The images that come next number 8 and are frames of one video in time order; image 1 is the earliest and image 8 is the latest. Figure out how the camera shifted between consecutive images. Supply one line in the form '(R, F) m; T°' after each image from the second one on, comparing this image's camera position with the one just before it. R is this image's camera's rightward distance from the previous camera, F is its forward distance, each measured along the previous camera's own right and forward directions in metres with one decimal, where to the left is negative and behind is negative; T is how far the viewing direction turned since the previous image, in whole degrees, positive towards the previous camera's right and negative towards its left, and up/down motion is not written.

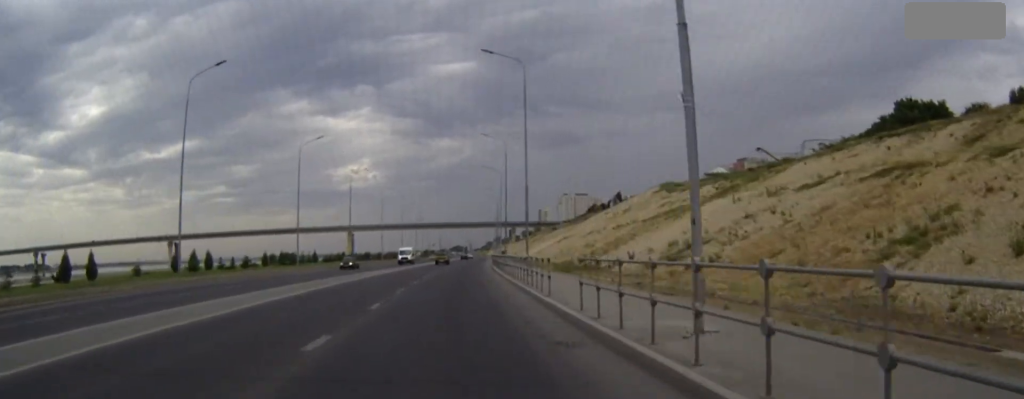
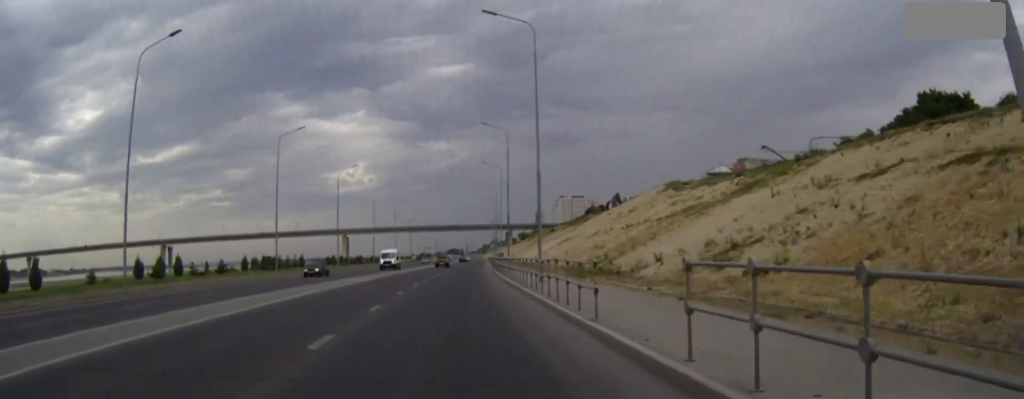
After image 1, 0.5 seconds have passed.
(0.0, +7.7) m; 0°
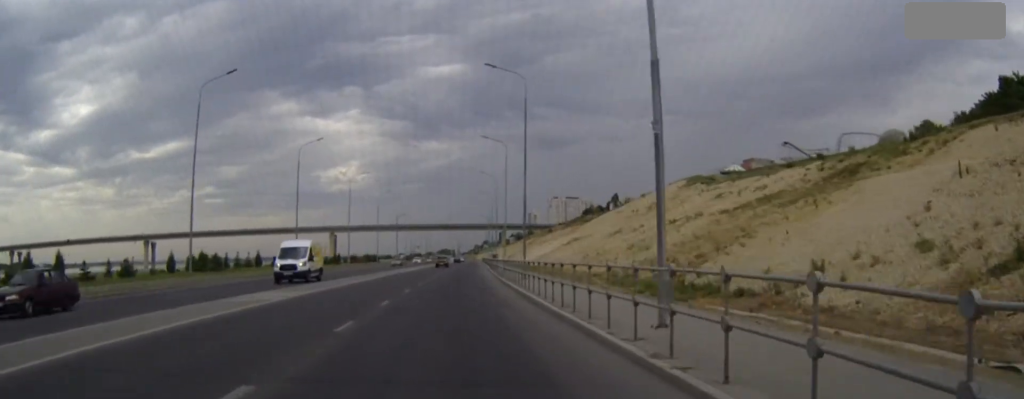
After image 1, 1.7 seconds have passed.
(+0.1, +21.0) m; +1°
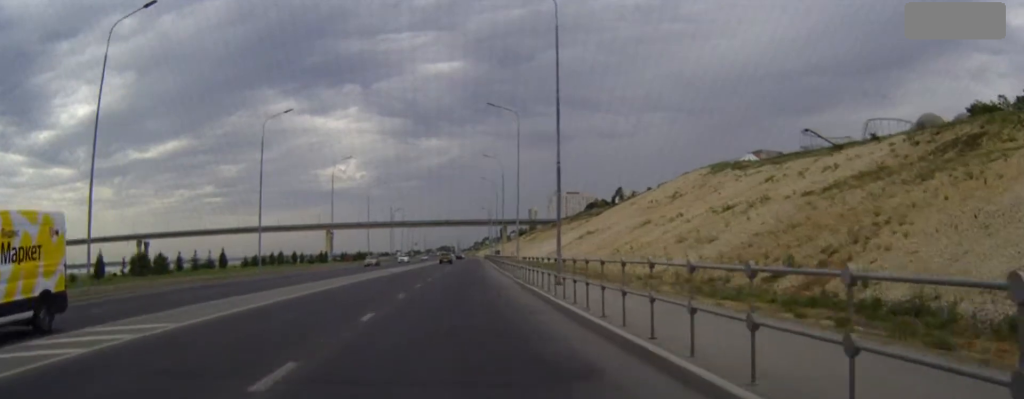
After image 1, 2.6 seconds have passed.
(+0.1, +14.4) m; 0°
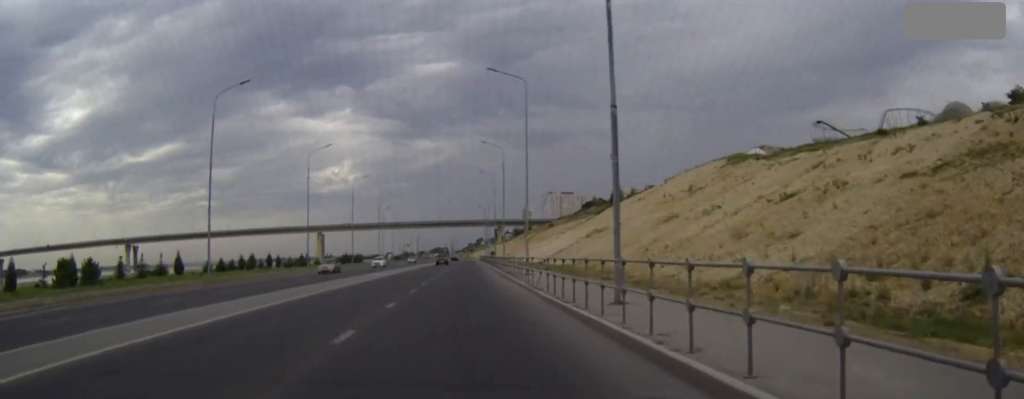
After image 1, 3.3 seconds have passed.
(0.0, +11.7) m; 0°
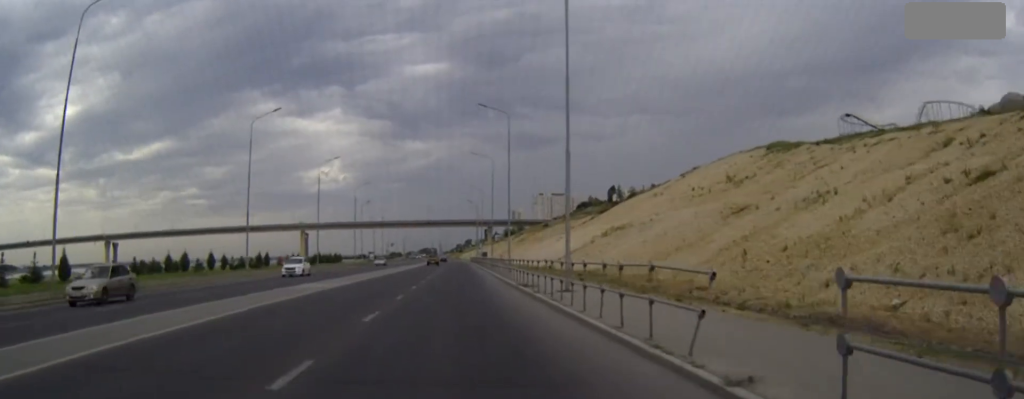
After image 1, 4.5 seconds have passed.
(+0.1, +20.1) m; 0°
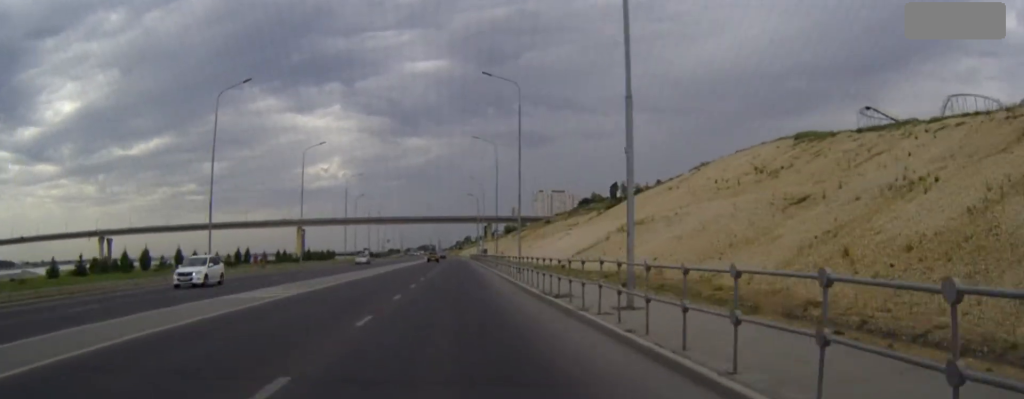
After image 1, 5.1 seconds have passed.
(0.0, +9.5) m; 0°
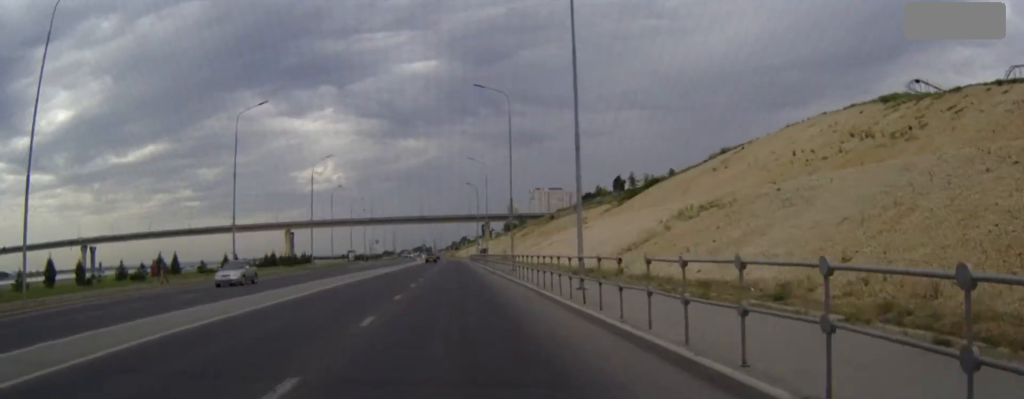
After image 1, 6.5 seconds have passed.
(+0.2, +24.0) m; +1°
